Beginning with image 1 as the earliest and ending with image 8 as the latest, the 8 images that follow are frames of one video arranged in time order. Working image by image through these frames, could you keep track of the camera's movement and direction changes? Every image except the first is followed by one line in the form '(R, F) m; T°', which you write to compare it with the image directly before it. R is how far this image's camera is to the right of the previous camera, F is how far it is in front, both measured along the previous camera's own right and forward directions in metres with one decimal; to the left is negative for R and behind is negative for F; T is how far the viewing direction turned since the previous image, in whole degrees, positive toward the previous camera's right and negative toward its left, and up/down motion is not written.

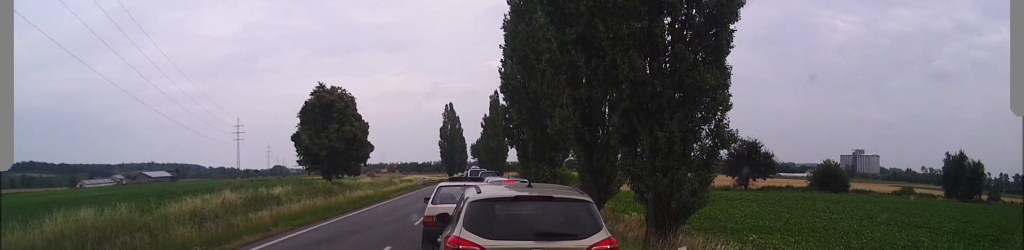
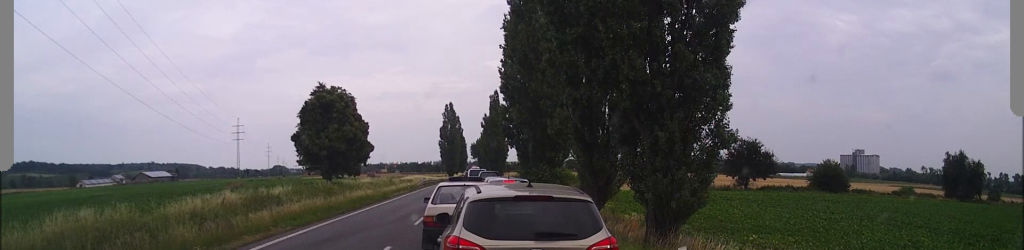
(0.0, 0.0) m; 0°
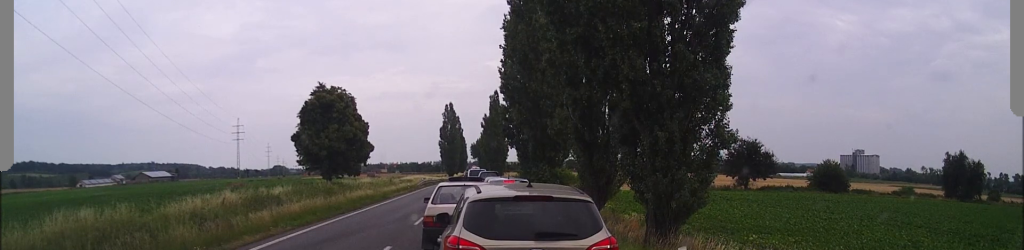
(0.0, 0.0) m; 0°
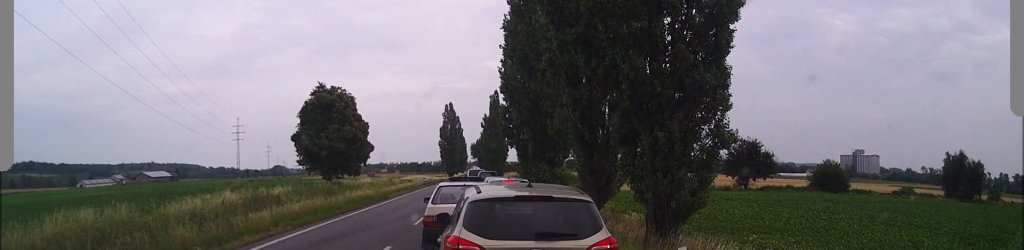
(0.0, 0.0) m; 0°
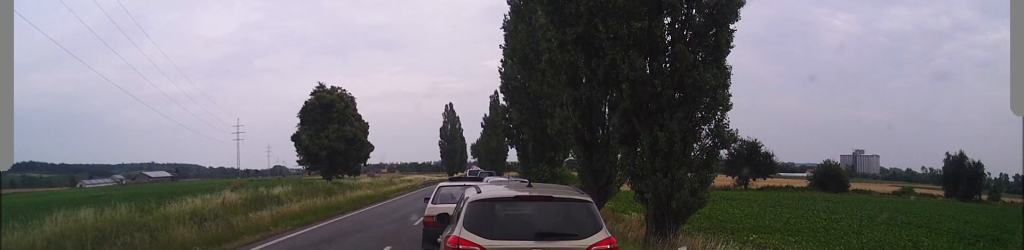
(0.0, 0.0) m; 0°
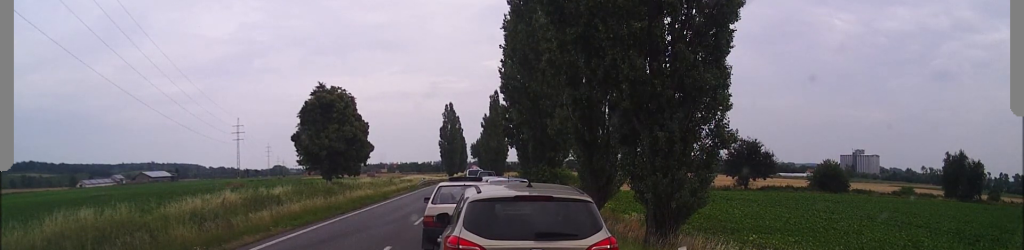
(0.0, 0.0) m; 0°
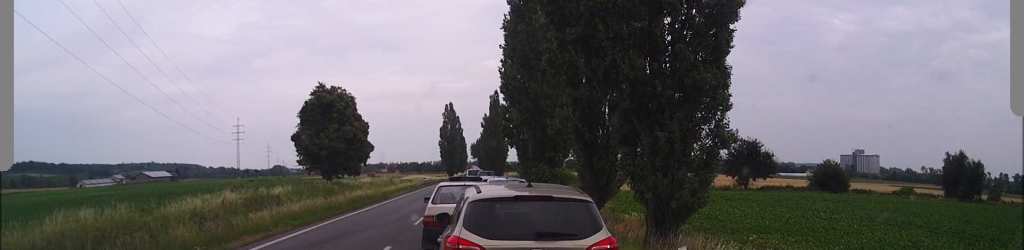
(0.0, 0.0) m; 0°
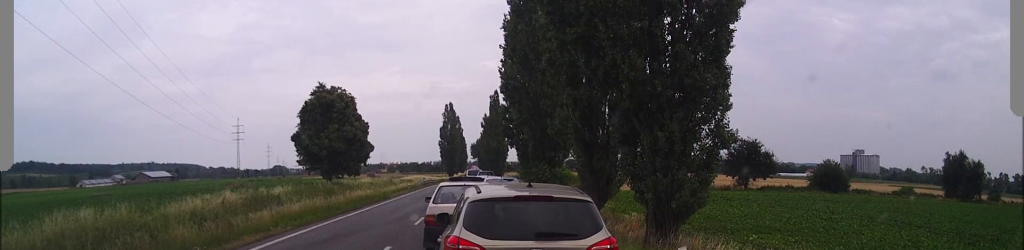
(0.0, 0.0) m; 0°
